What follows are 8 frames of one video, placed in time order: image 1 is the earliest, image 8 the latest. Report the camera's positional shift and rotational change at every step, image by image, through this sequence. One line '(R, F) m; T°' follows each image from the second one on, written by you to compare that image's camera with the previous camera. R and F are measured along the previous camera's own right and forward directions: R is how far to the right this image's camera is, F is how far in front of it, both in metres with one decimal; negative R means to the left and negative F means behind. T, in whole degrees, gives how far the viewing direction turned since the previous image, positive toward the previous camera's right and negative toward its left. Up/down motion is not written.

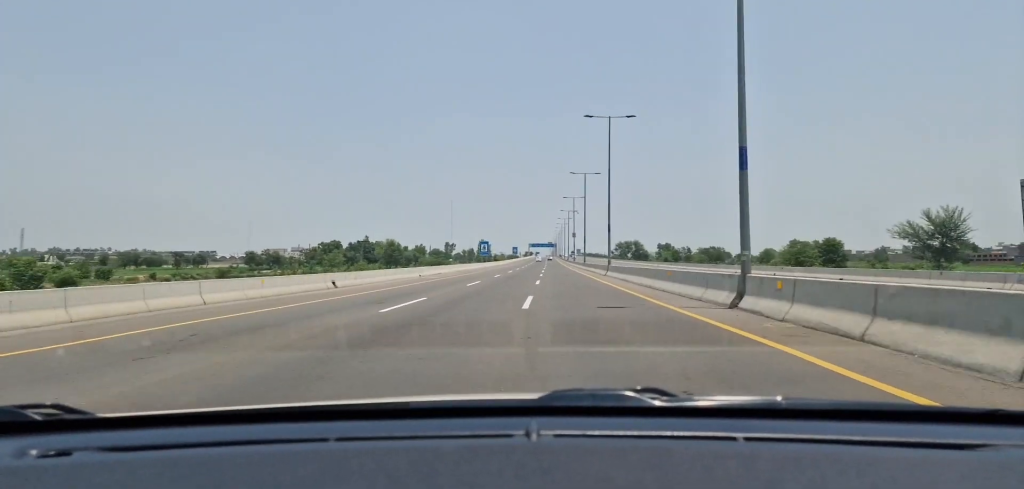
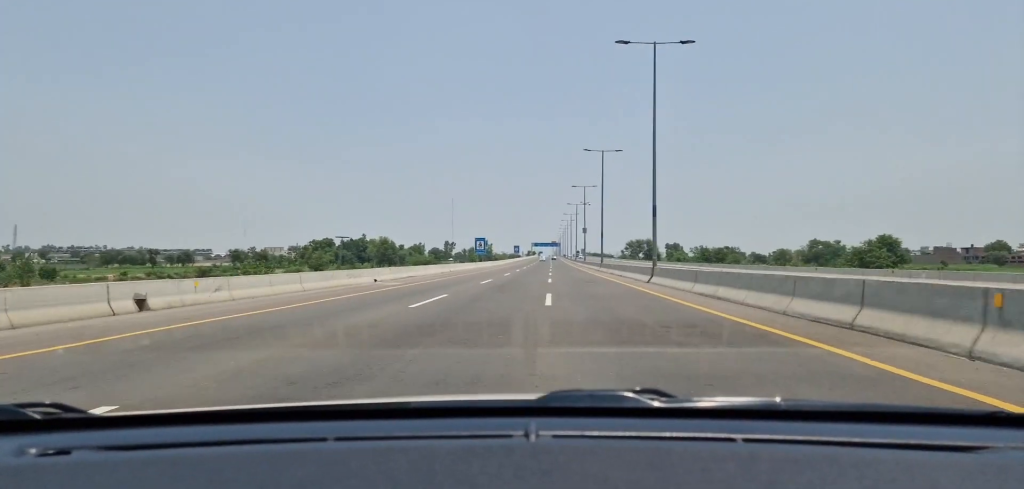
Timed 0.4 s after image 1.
(-0.2, +18.2) m; 0°
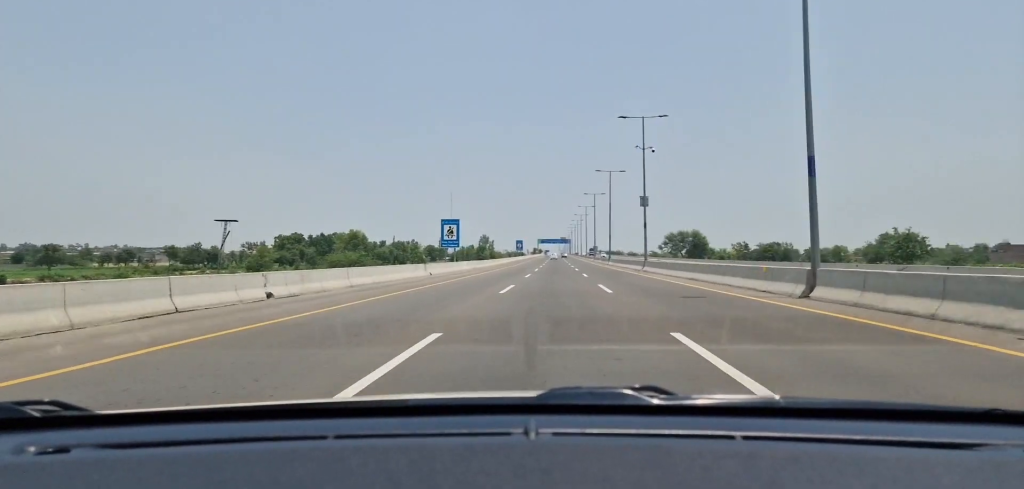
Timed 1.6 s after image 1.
(-0.4, +49.6) m; 0°
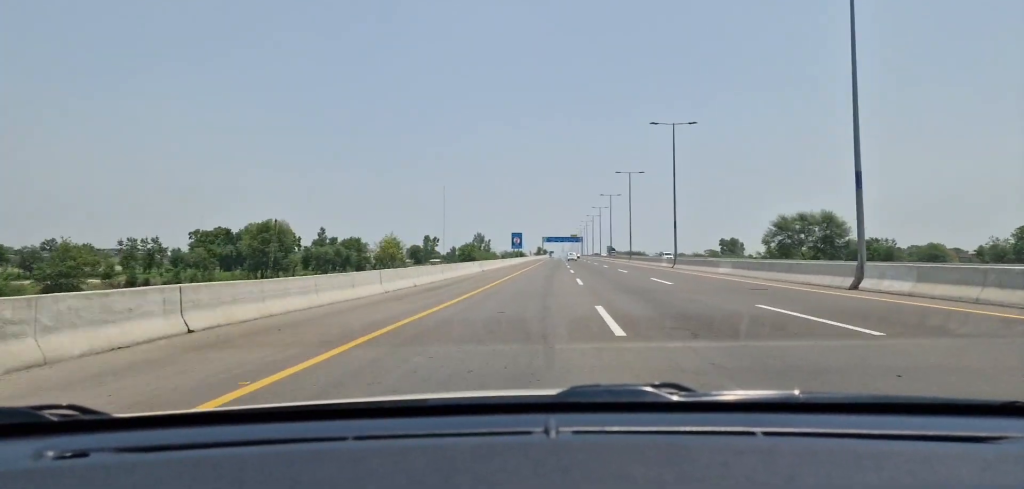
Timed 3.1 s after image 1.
(+0.2, +66.4) m; +2°
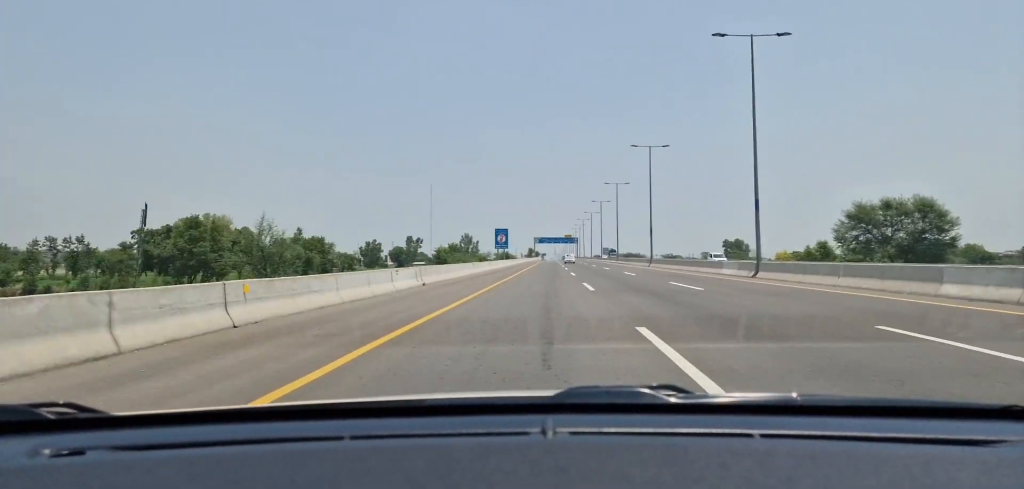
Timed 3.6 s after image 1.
(+0.6, +24.0) m; +1°
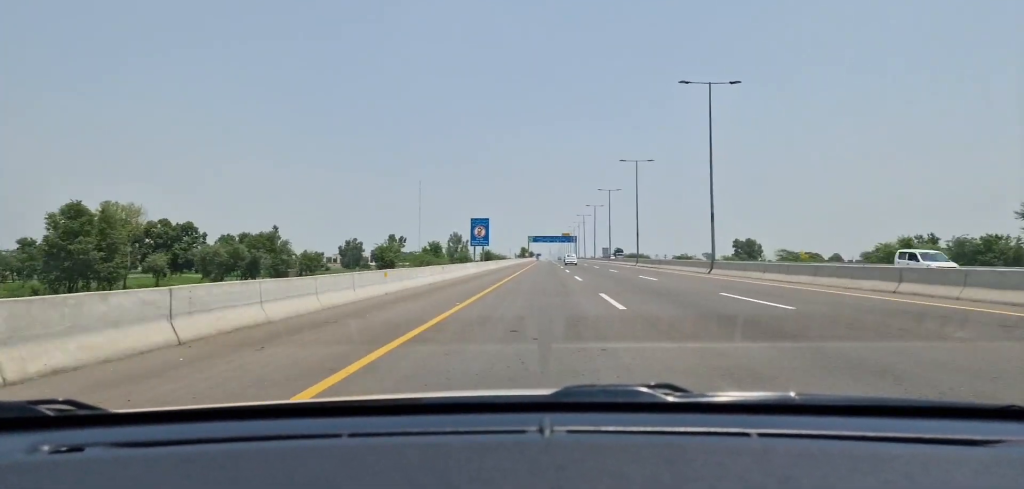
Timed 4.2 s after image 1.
(+0.3, +26.1) m; +1°
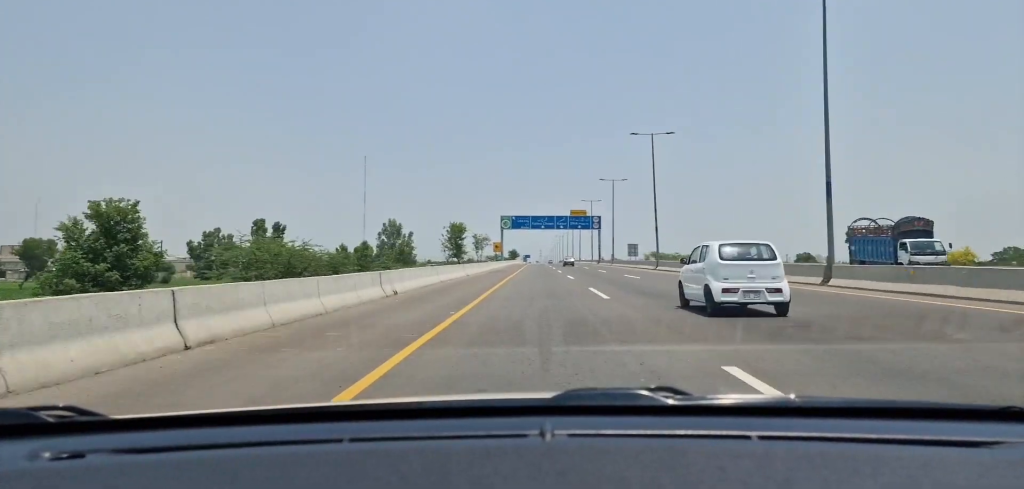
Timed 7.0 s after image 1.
(-0.1, +121.6) m; 0°
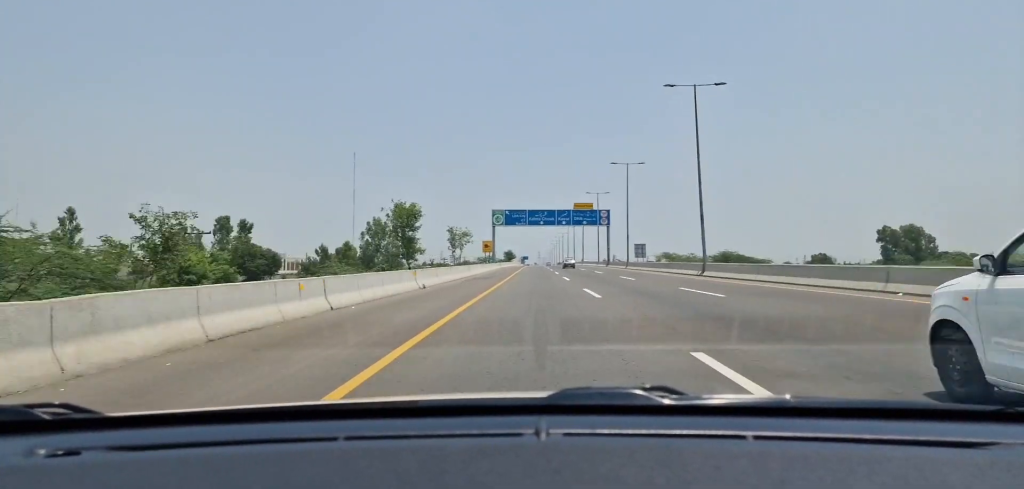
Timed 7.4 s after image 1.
(0.0, +17.9) m; 0°
